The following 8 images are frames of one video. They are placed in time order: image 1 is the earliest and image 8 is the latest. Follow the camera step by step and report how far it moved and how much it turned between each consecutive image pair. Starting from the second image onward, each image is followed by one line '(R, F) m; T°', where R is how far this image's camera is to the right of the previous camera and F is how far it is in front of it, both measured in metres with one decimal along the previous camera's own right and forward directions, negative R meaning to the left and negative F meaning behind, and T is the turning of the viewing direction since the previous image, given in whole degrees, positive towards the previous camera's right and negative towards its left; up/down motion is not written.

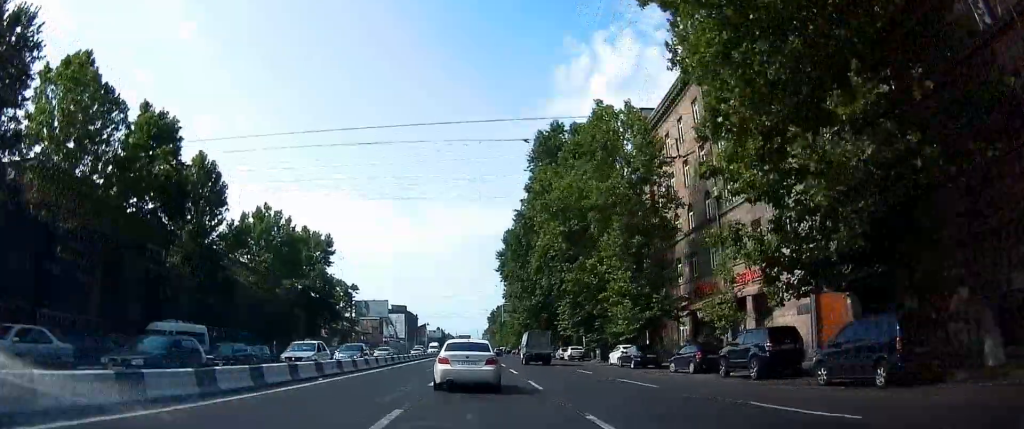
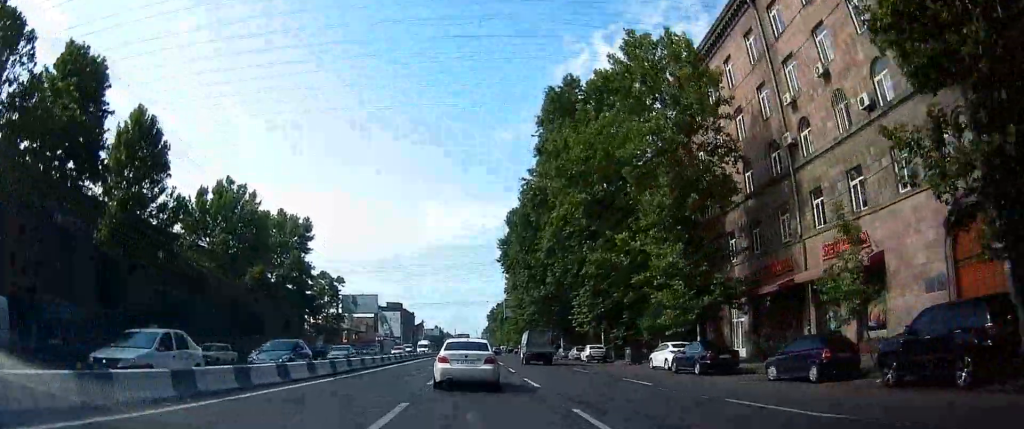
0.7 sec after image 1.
(-0.2, +9.4) m; -1°
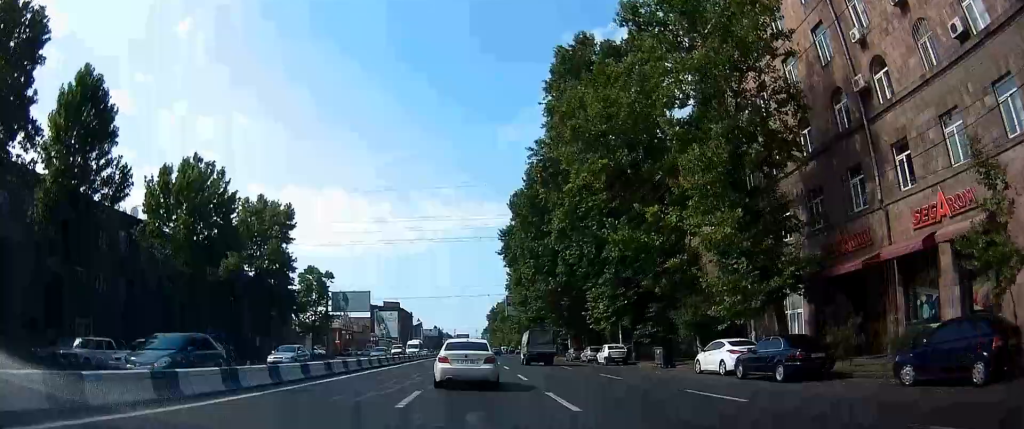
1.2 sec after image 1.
(-0.3, +6.5) m; 0°
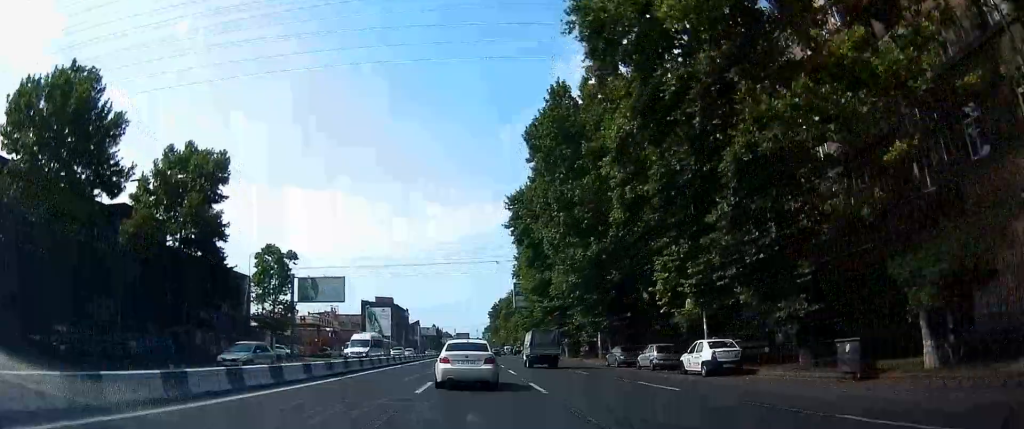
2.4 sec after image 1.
(+0.6, +17.4) m; 0°
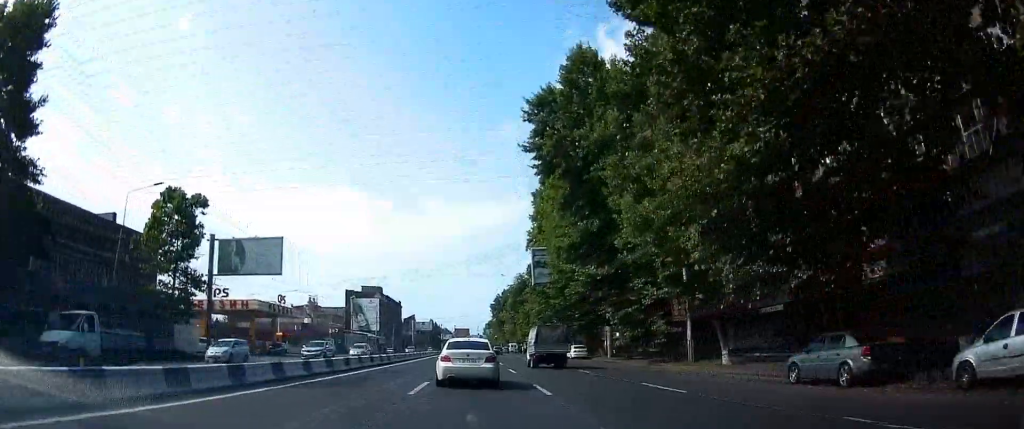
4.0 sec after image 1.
(-0.2, +25.2) m; 0°
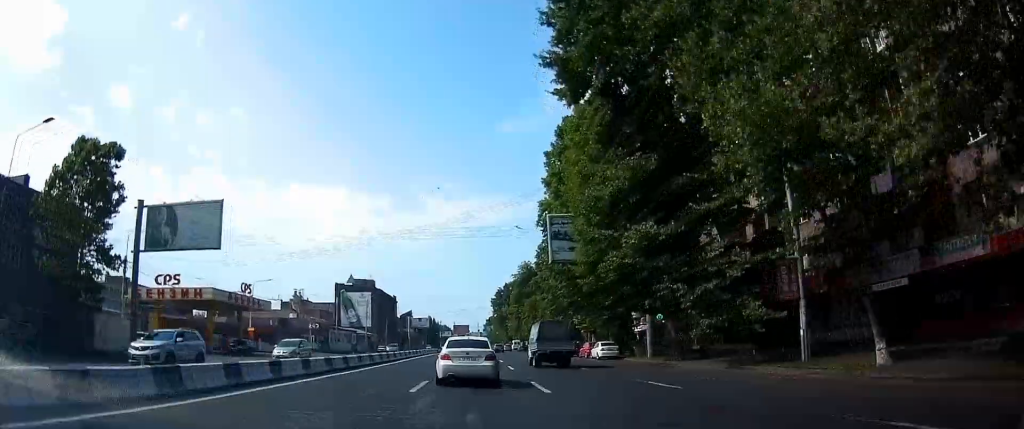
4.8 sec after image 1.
(-0.2, +14.1) m; 0°
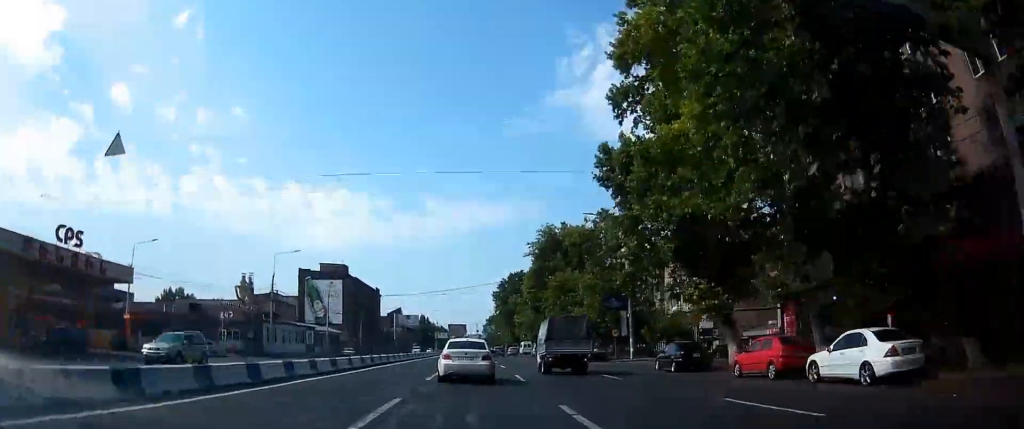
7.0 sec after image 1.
(+0.7, +35.7) m; +2°
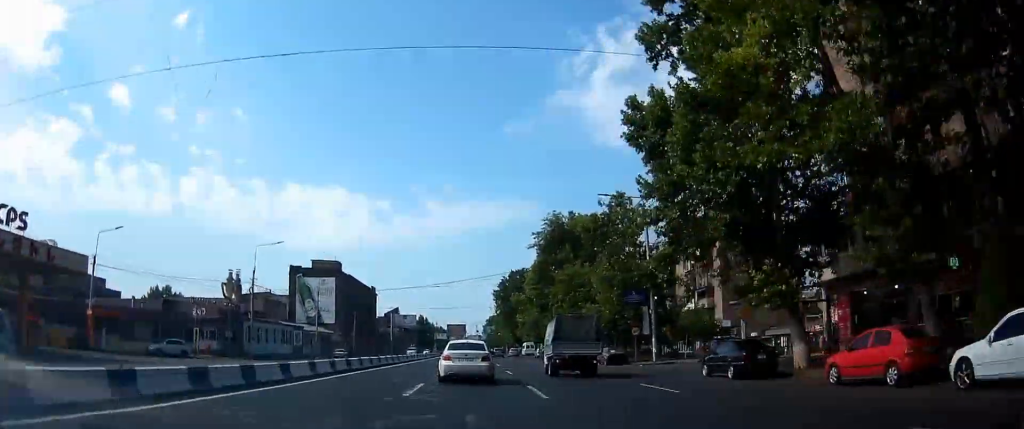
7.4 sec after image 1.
(0.0, +6.6) m; 0°
